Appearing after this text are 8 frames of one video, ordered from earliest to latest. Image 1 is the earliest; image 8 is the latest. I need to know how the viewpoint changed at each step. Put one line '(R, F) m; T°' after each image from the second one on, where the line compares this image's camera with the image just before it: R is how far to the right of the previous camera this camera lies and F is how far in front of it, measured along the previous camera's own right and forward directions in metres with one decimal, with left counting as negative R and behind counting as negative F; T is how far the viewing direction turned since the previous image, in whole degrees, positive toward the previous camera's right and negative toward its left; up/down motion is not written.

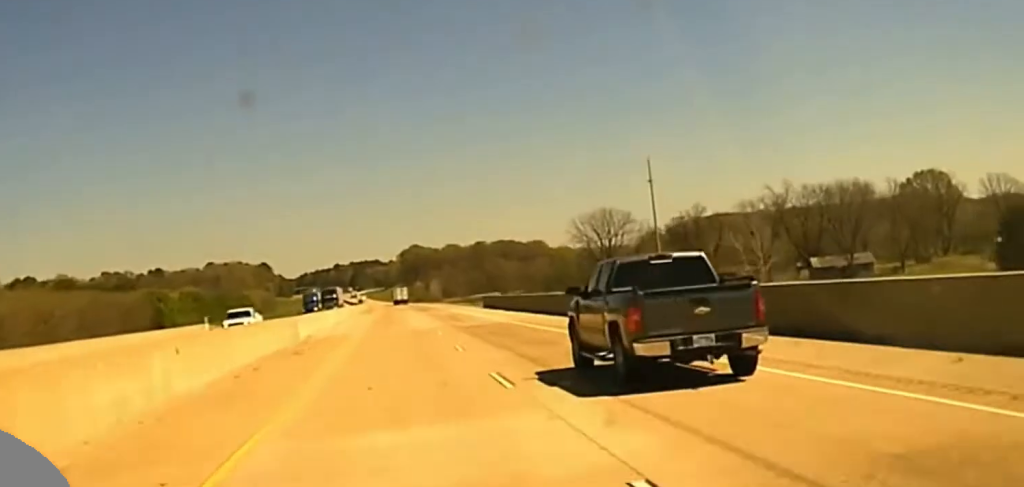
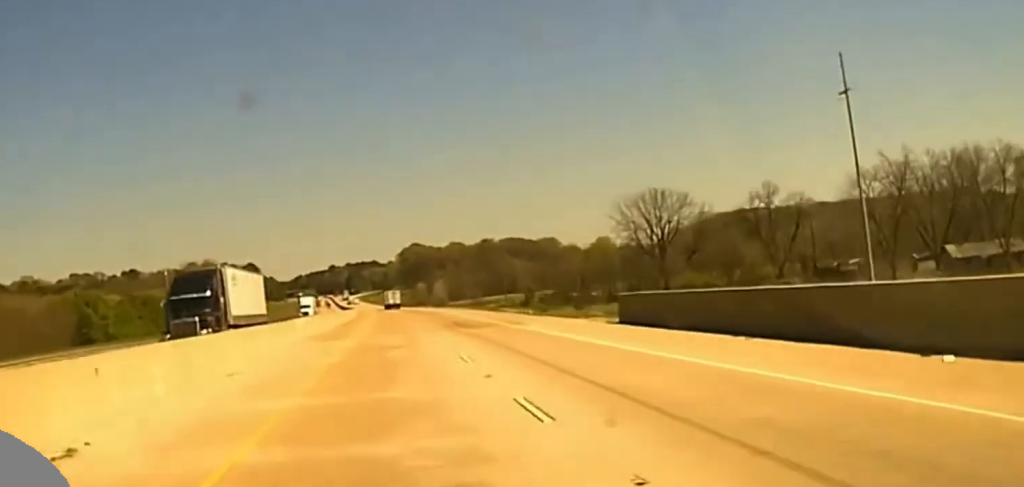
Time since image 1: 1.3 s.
(-0.1, +69.8) m; 0°
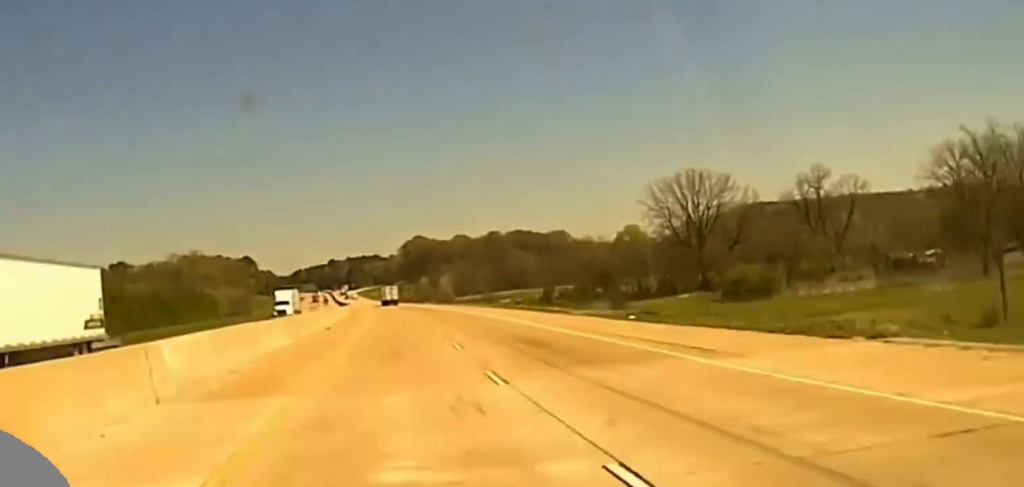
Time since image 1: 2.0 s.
(0.0, +28.7) m; 0°
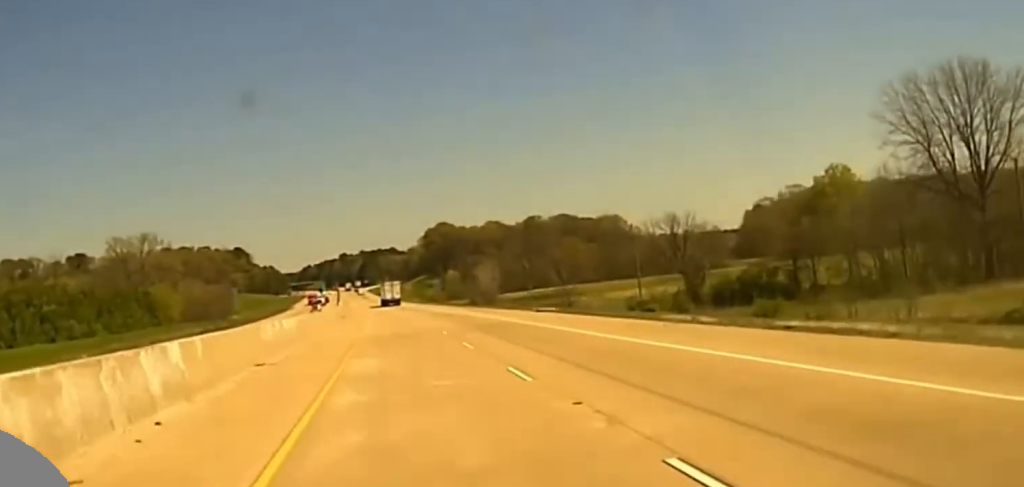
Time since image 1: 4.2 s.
(+0.2, +97.9) m; 0°
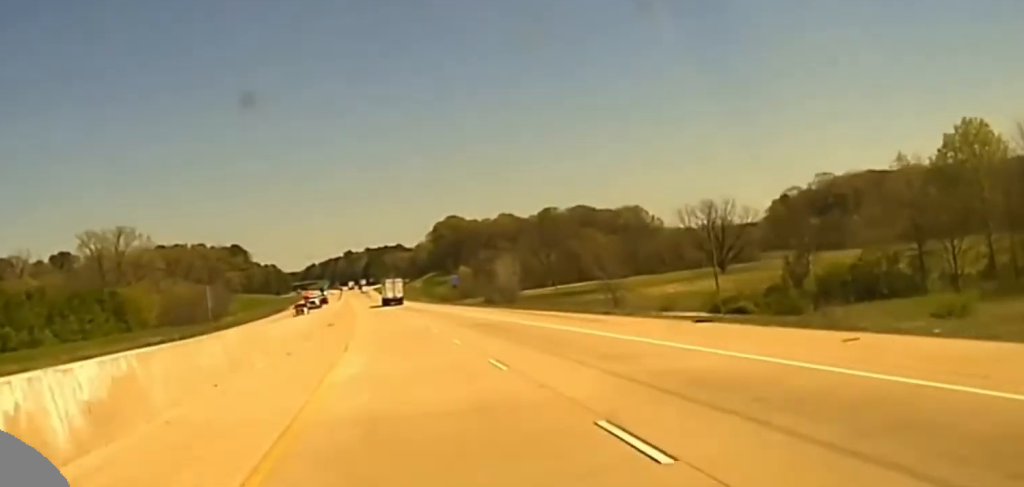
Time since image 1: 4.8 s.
(-0.1, +31.7) m; 0°
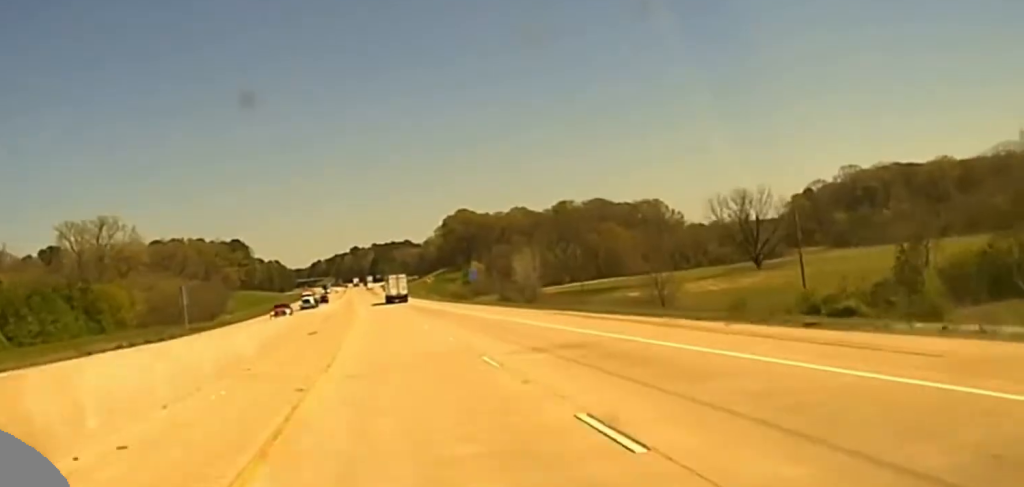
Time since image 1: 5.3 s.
(-0.2, +24.2) m; 0°
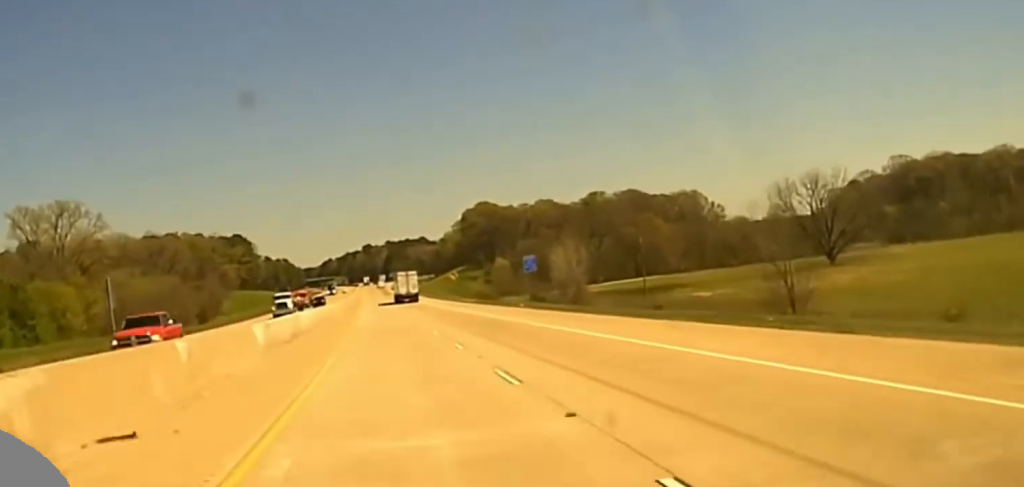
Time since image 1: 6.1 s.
(0.0, +38.0) m; 0°
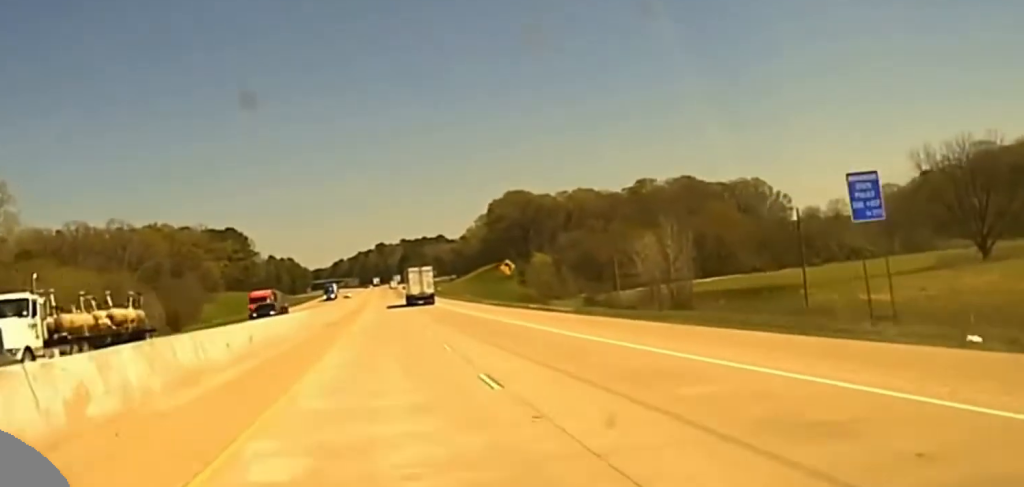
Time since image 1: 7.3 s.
(-0.5, +62.1) m; -1°
